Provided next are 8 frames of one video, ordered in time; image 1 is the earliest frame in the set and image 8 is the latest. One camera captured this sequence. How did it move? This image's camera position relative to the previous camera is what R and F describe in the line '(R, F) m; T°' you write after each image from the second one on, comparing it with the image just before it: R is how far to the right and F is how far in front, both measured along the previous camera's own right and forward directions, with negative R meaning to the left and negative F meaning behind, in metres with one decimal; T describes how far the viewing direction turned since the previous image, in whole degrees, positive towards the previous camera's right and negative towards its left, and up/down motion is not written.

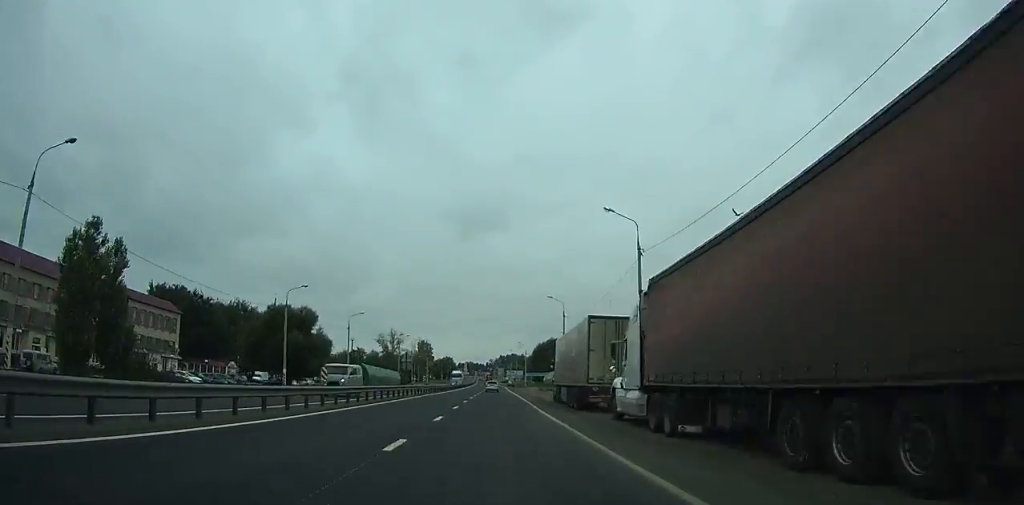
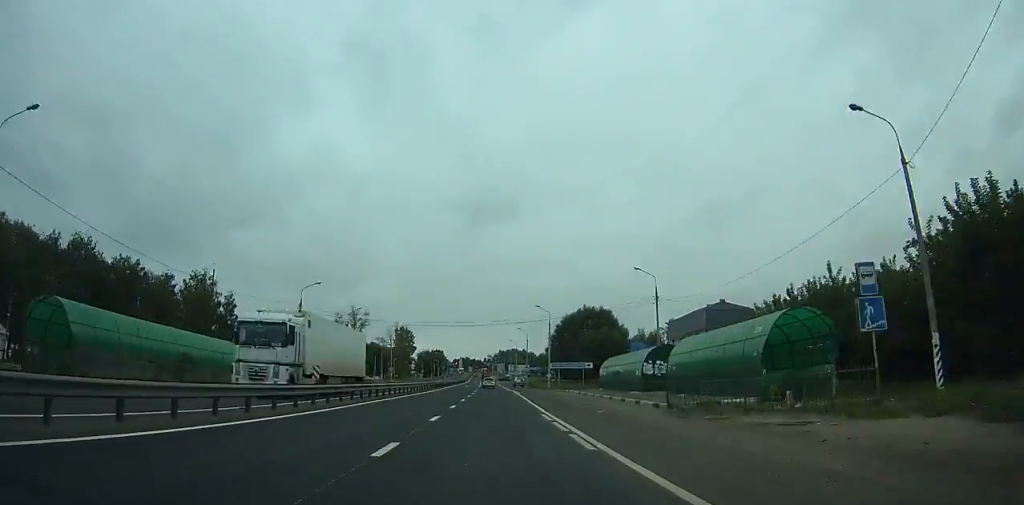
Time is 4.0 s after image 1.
(+0.2, +66.4) m; 0°
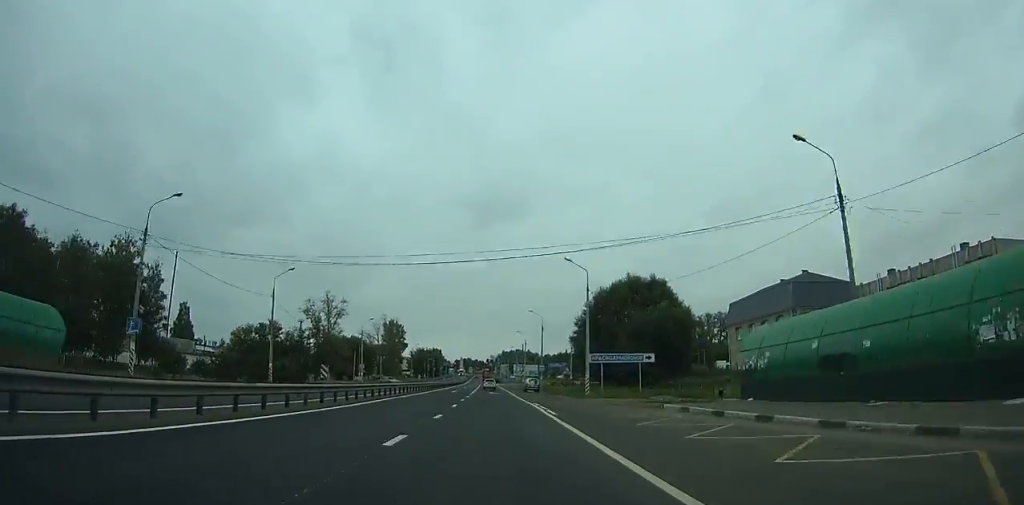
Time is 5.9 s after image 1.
(0.0, +30.8) m; 0°
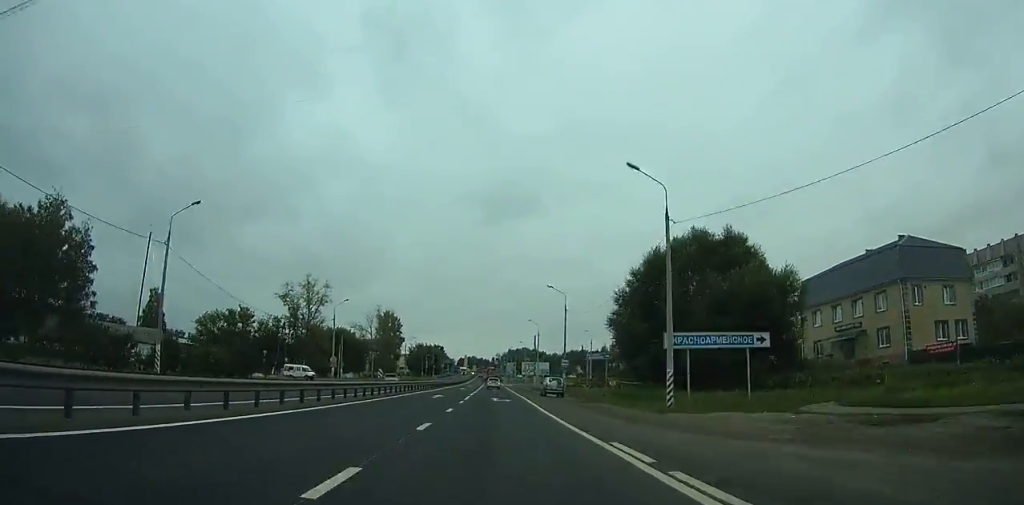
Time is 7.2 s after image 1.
(+0.1, +21.0) m; 0°
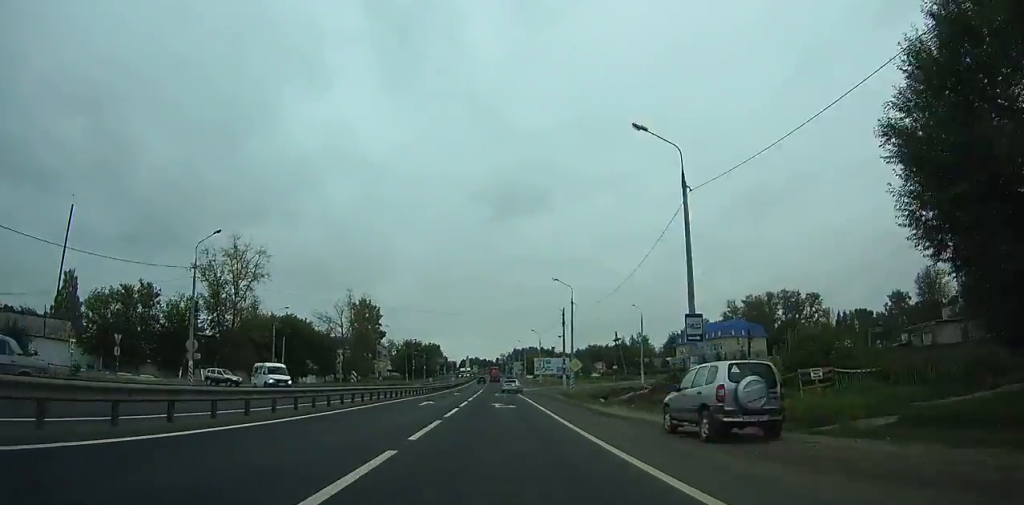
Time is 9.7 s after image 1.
(-0.2, +38.9) m; 0°
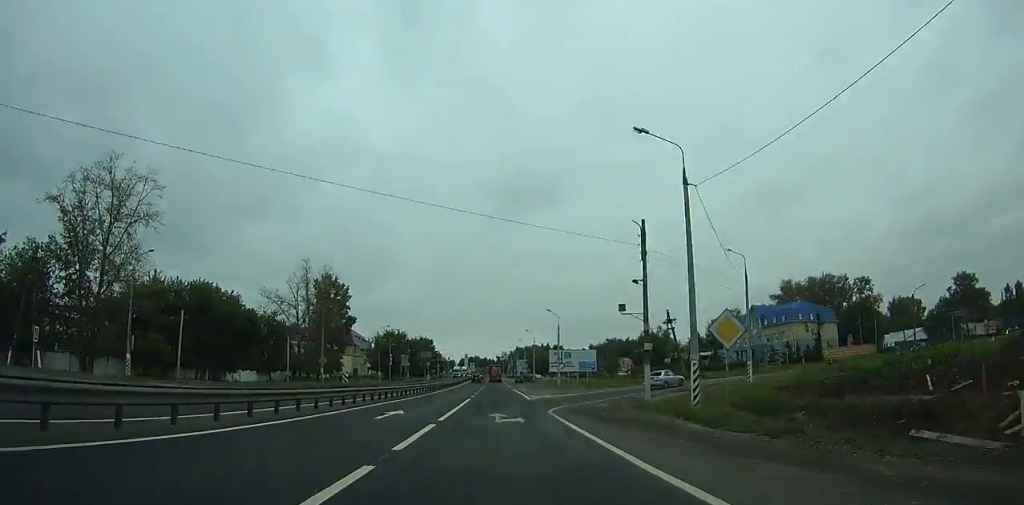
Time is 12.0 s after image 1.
(-0.2, +33.7) m; 0°
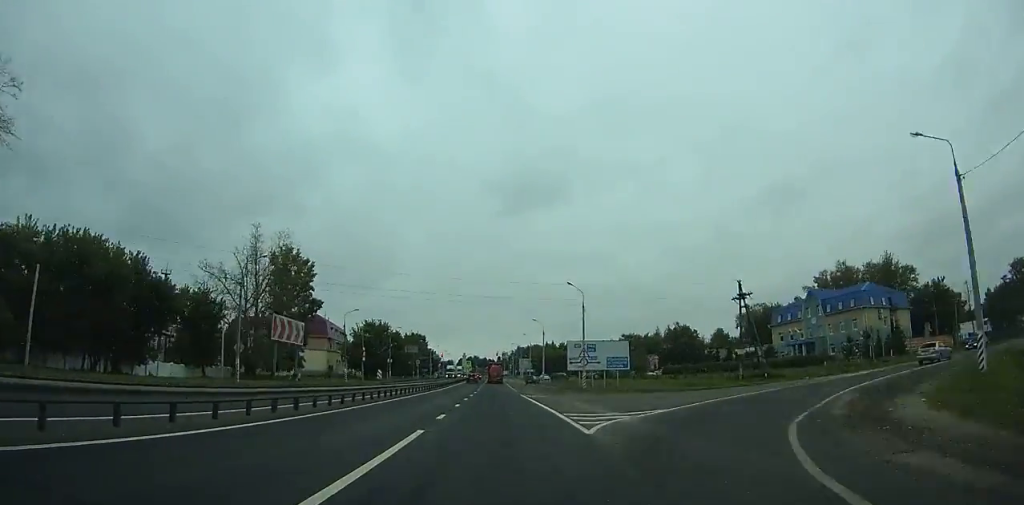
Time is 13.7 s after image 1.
(0.0, +23.7) m; 0°
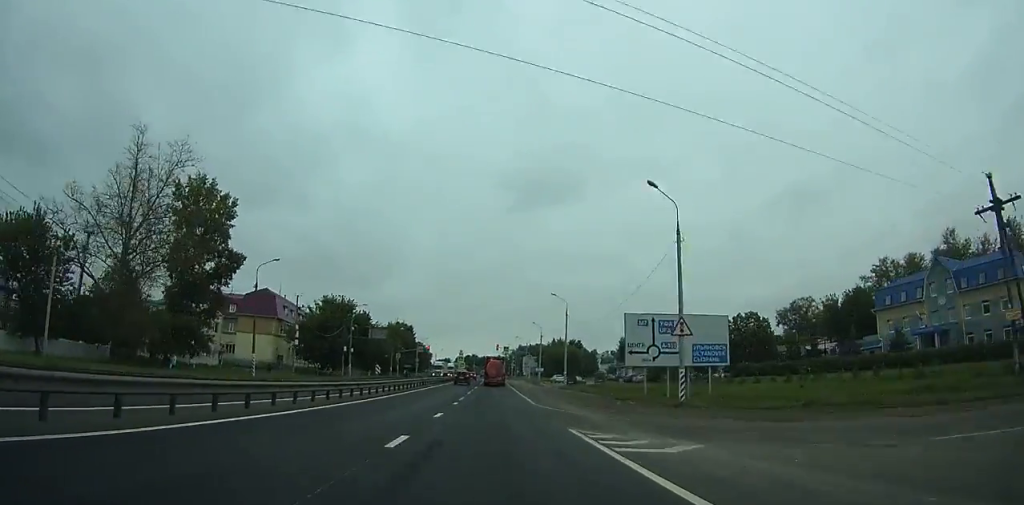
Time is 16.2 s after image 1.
(-0.1, +31.5) m; 0°
